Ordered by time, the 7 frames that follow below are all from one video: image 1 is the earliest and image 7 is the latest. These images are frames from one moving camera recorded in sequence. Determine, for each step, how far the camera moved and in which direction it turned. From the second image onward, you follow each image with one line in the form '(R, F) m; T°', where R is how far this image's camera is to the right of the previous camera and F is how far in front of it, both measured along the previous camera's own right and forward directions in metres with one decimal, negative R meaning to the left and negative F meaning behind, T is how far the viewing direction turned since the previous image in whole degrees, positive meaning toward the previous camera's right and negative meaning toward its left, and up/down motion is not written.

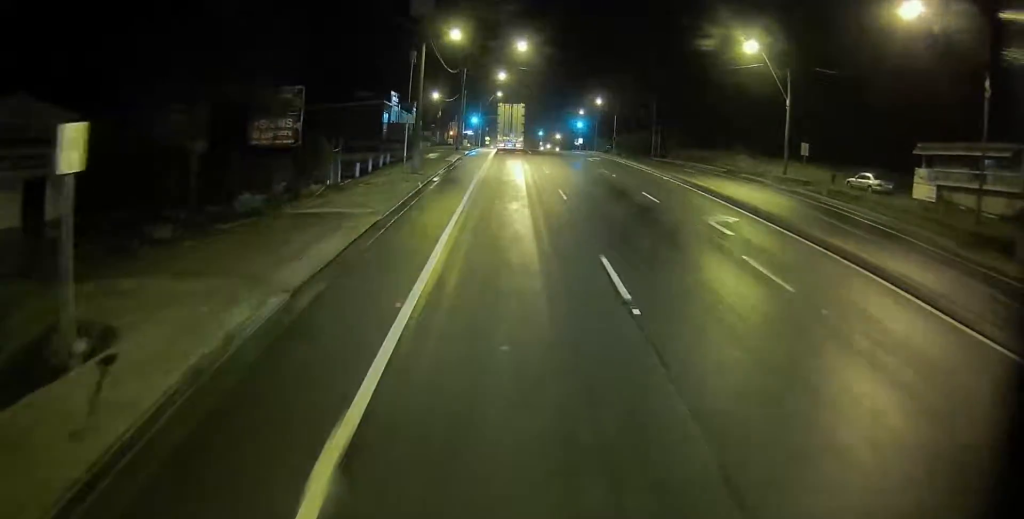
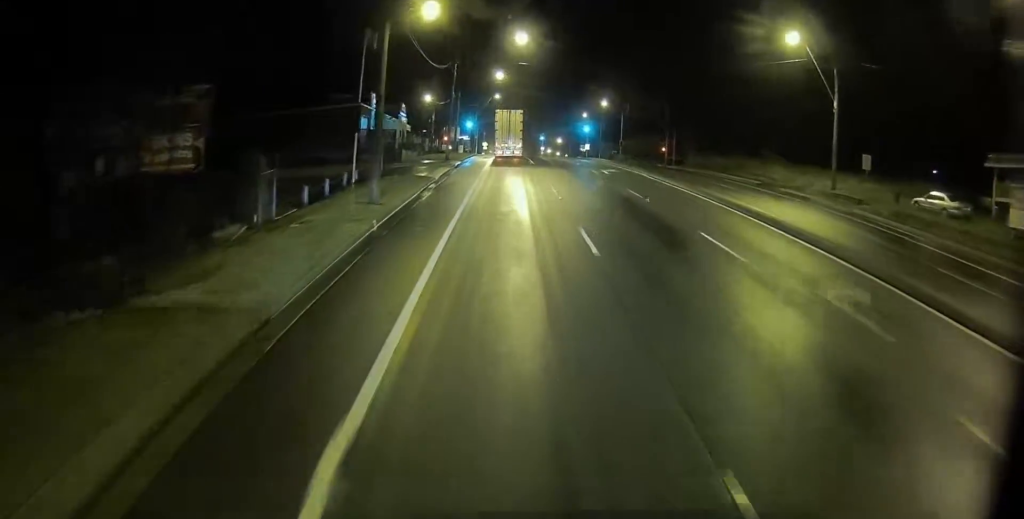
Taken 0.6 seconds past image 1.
(+0.1, +8.8) m; 0°
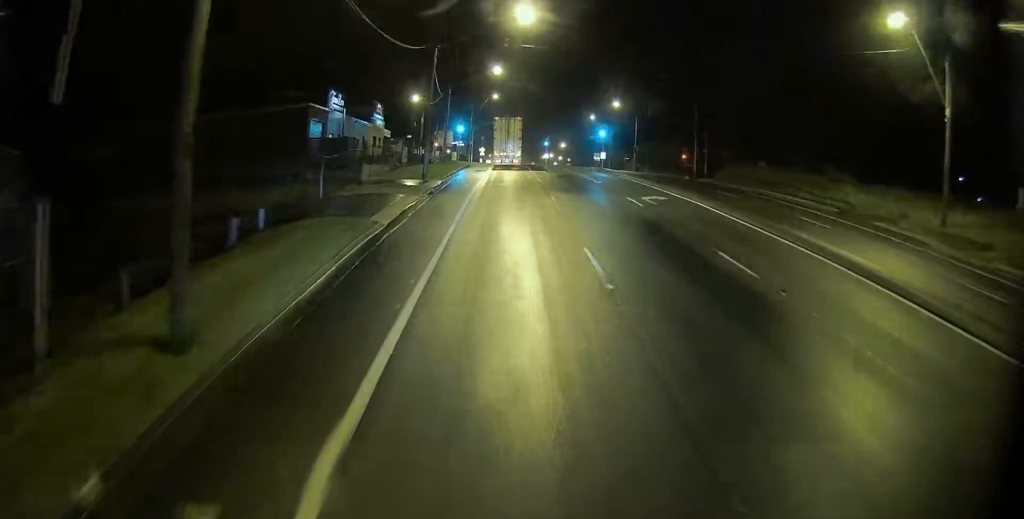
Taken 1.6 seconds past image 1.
(-0.1, +13.0) m; -1°
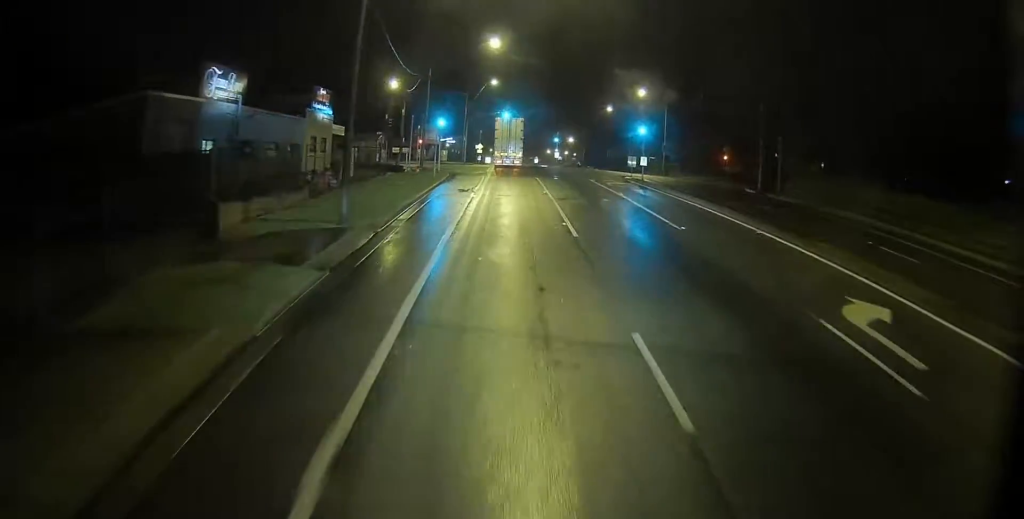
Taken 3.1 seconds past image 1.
(0.0, +18.2) m; 0°
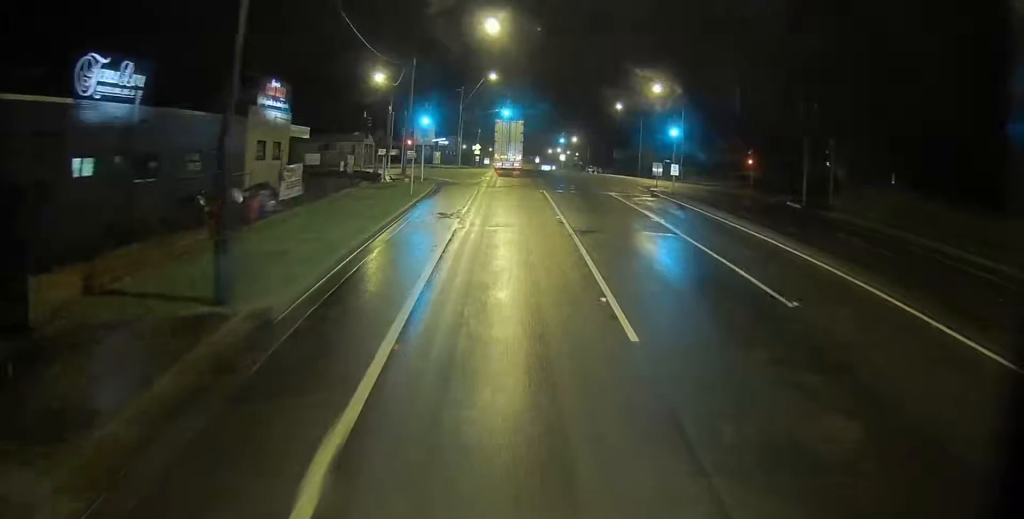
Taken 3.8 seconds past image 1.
(0.0, +8.5) m; -1°
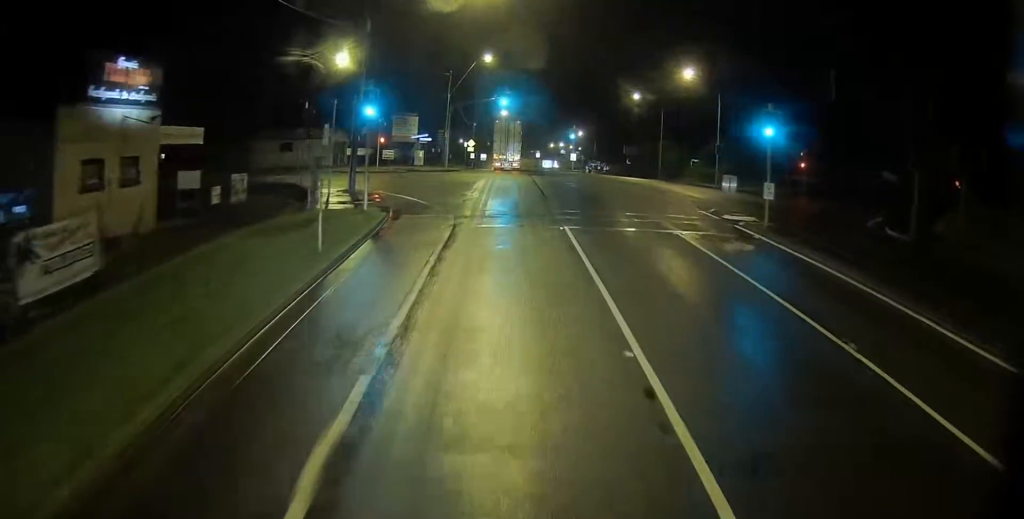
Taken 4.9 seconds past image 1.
(-0.2, +14.0) m; -1°
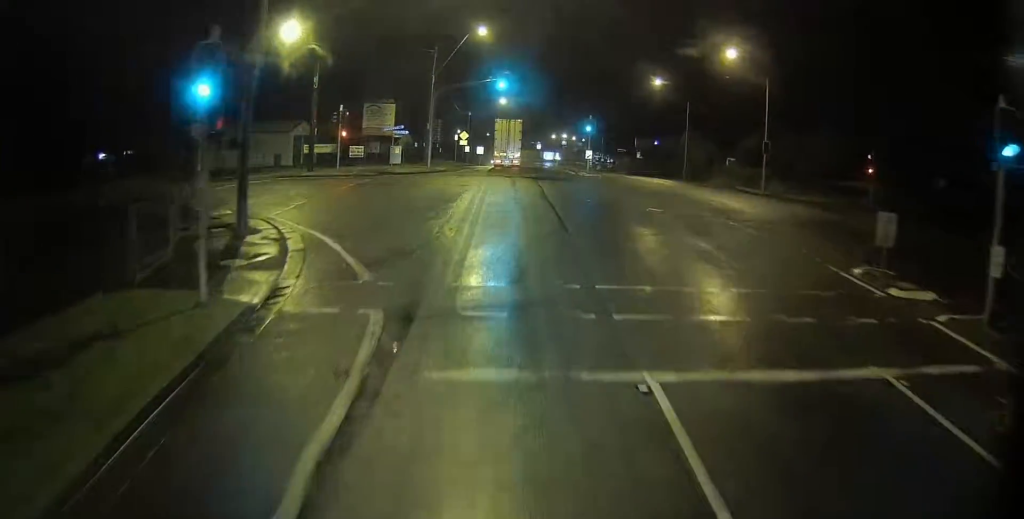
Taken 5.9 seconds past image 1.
(0.0, +12.7) m; +1°
